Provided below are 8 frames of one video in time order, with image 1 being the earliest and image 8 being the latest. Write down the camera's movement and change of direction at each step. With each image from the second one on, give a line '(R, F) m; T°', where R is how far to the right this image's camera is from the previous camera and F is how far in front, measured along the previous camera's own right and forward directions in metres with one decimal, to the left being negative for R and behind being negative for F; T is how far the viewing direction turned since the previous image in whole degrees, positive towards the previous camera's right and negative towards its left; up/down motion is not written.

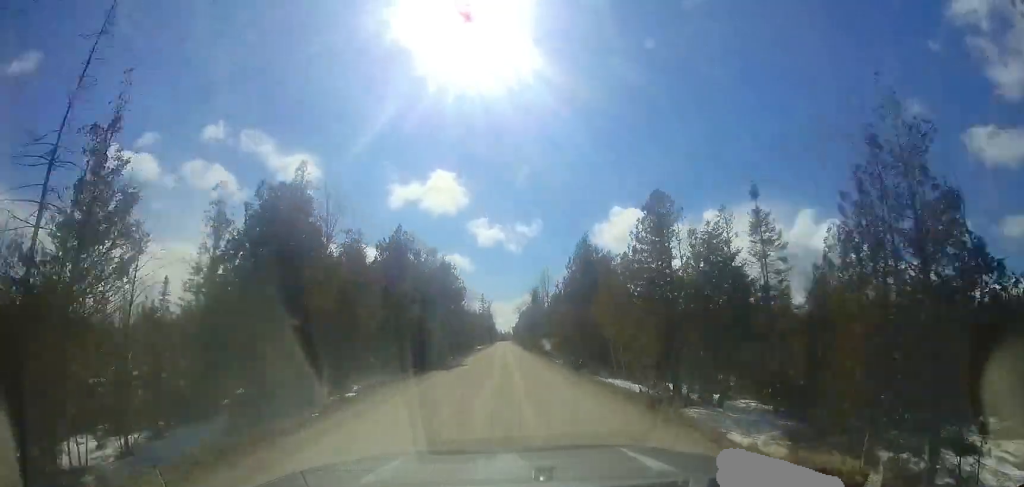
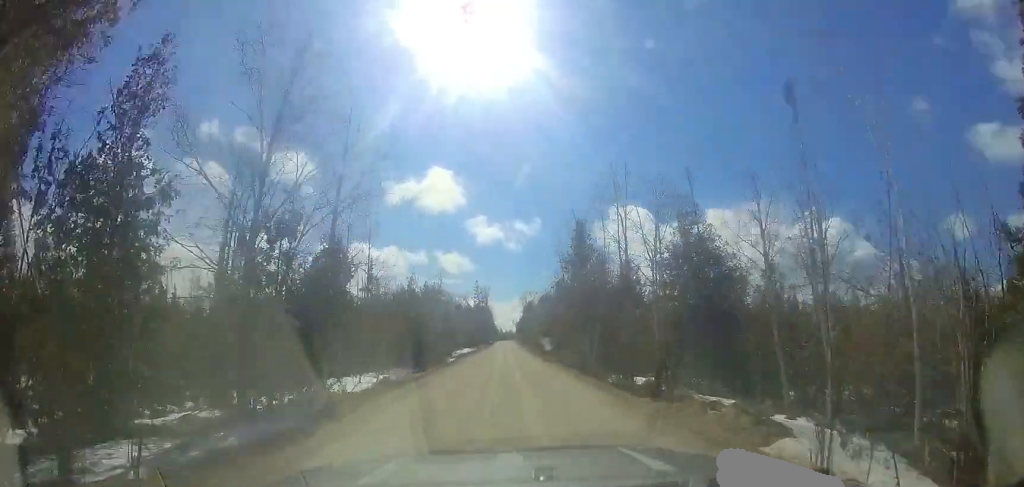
(+0.2, +30.0) m; +1°
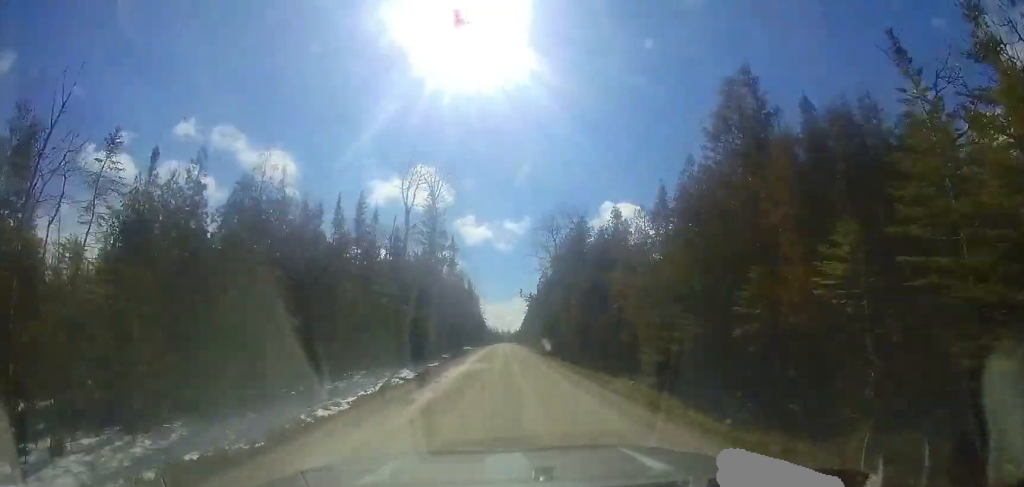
(+0.4, +69.2) m; +1°
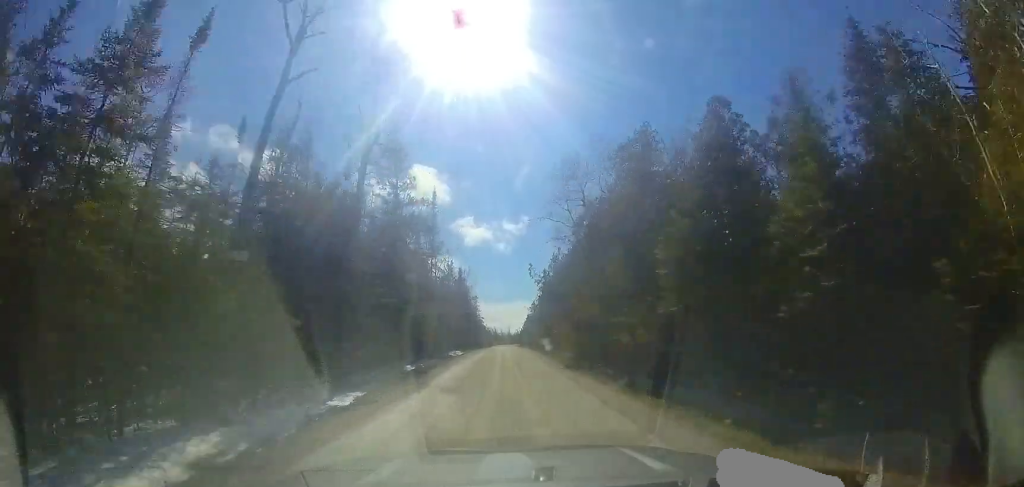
(+0.1, +14.1) m; 0°
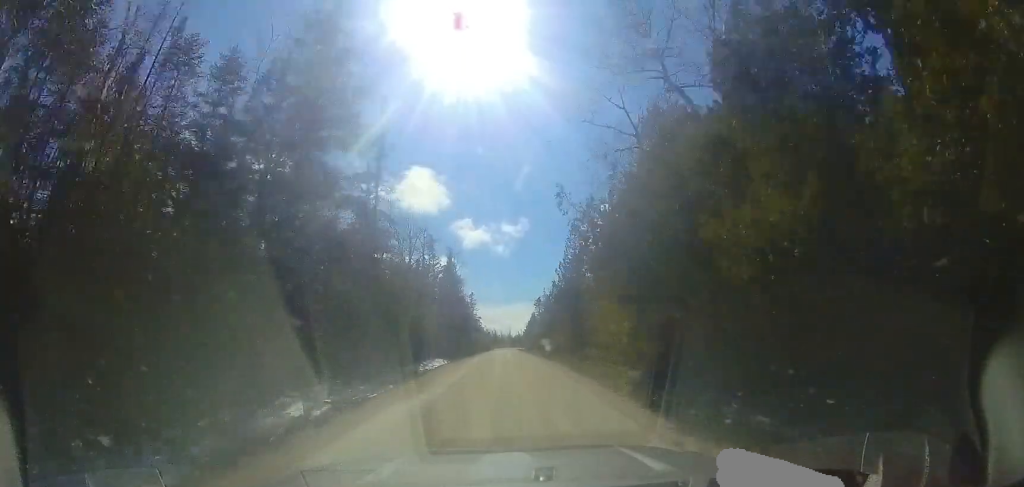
(-0.2, +13.8) m; 0°
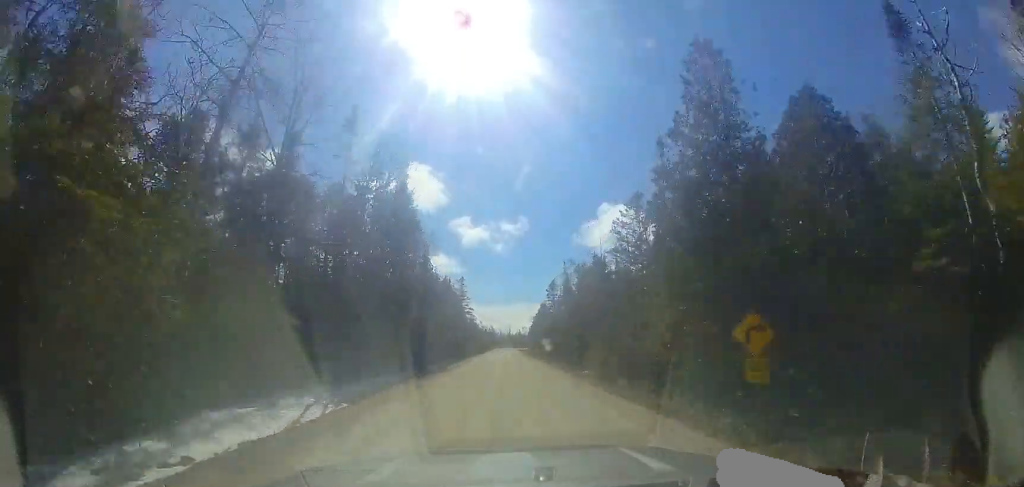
(+0.1, +23.1) m; -1°
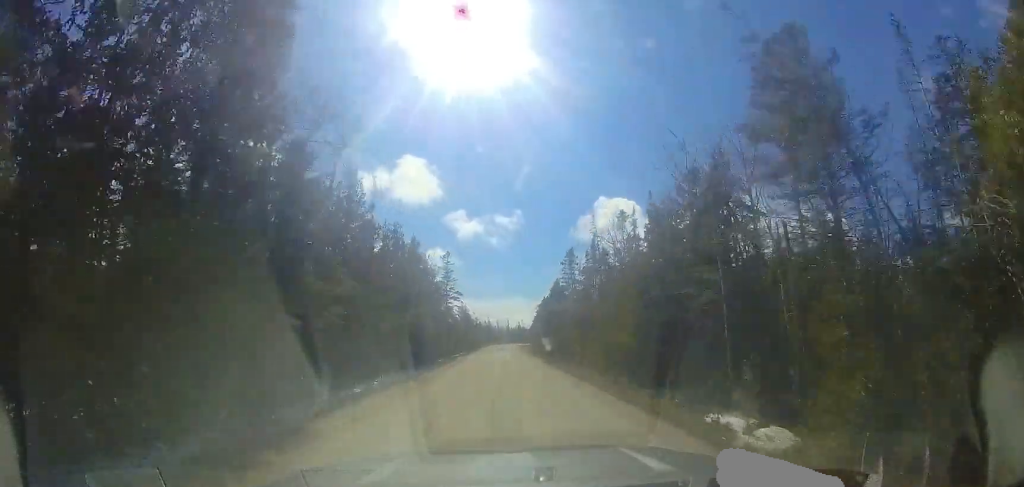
(-0.1, +17.1) m; 0°
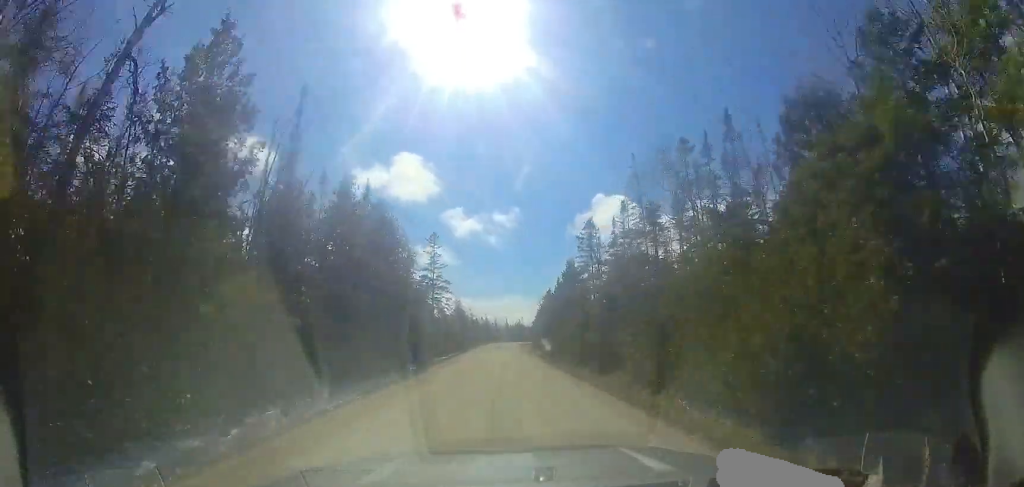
(-0.3, +10.0) m; 0°
